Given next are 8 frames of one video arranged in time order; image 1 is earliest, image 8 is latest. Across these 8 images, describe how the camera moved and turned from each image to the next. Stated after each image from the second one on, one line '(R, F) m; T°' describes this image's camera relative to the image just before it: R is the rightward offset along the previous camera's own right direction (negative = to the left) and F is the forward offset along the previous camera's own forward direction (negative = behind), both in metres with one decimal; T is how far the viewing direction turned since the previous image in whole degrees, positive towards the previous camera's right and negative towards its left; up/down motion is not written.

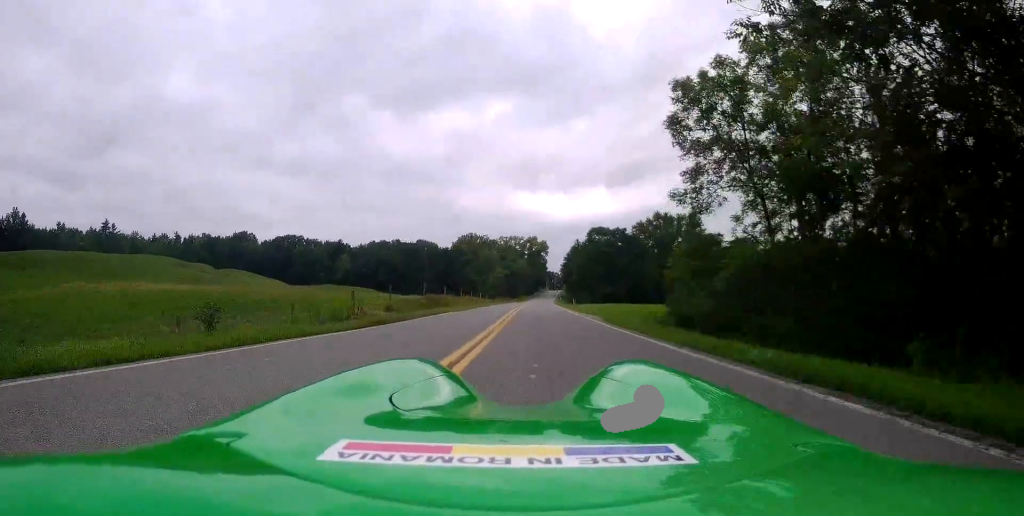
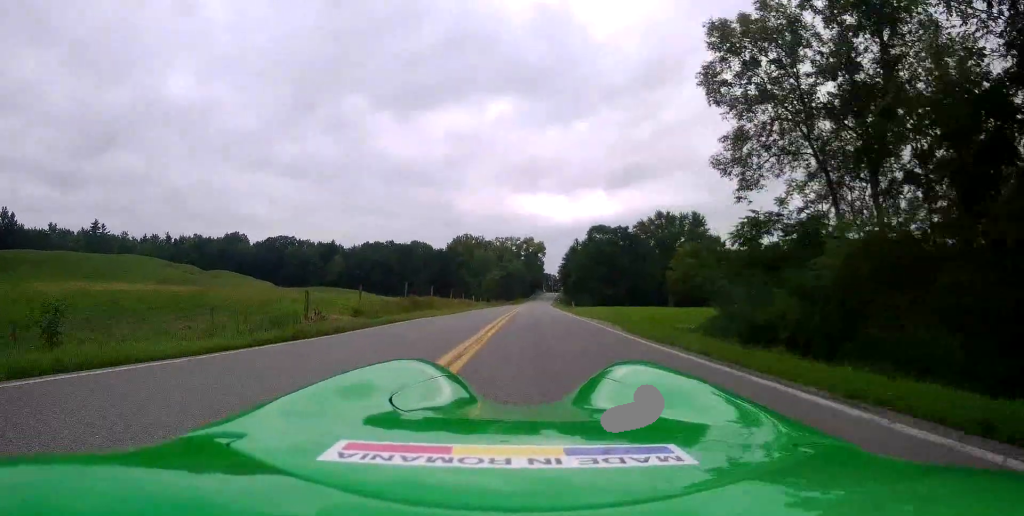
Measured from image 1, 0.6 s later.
(+0.1, +5.6) m; +1°
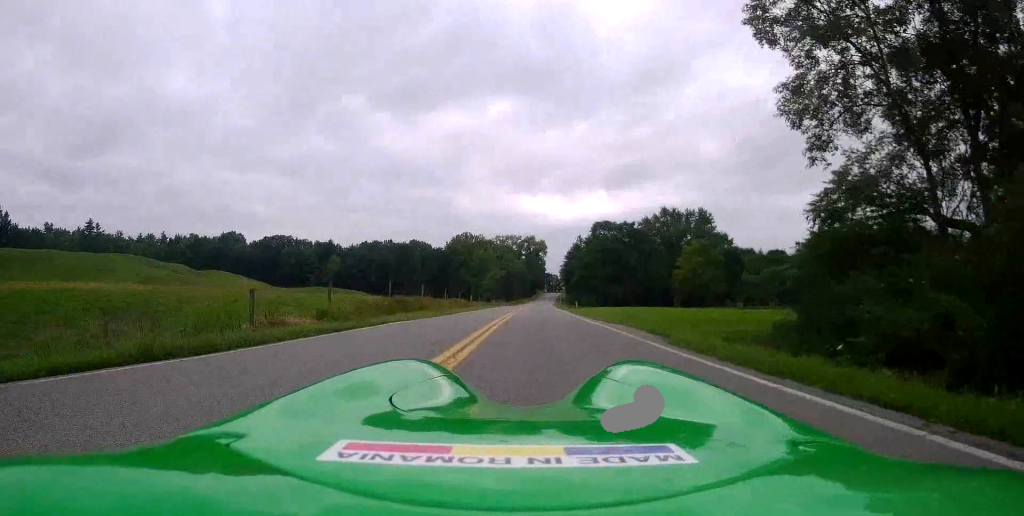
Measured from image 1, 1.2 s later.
(0.0, +4.9) m; 0°
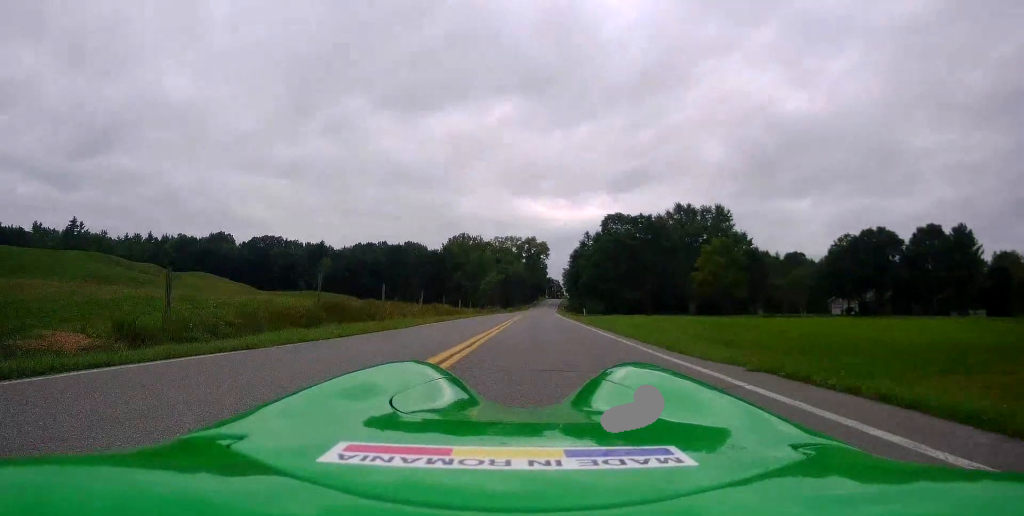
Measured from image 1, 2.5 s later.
(0.0, +12.3) m; 0°
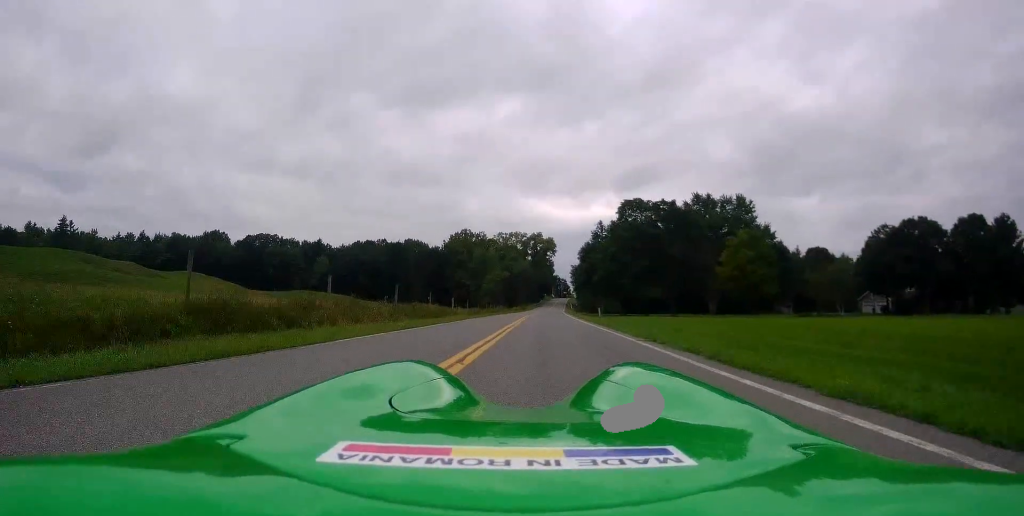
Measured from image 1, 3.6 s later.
(+0.1, +10.1) m; +1°
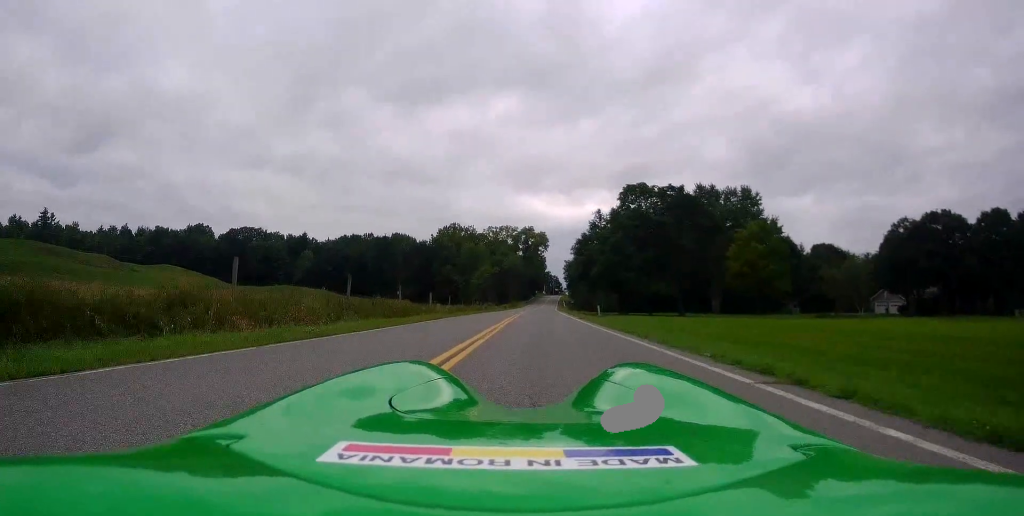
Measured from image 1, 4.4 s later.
(+0.2, +7.5) m; -2°
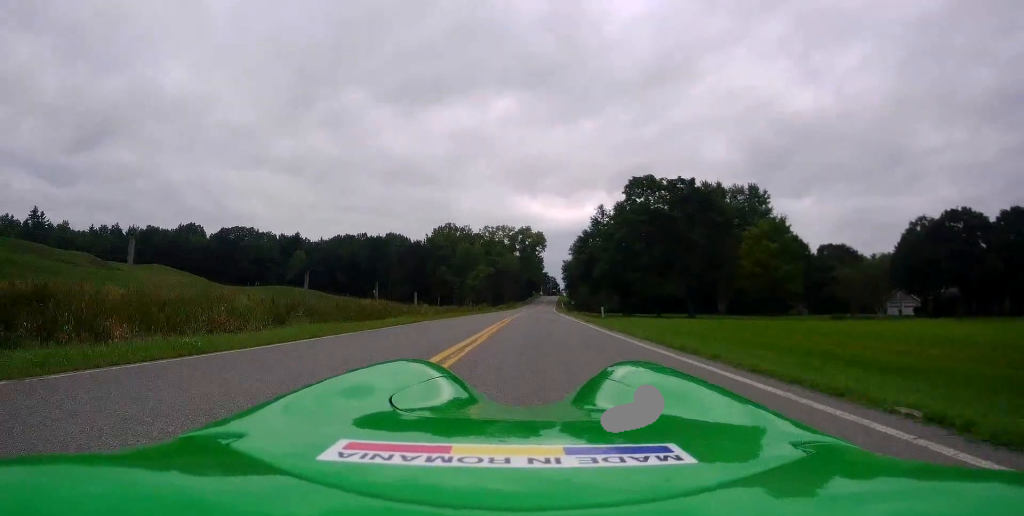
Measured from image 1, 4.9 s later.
(-0.3, +5.2) m; -2°
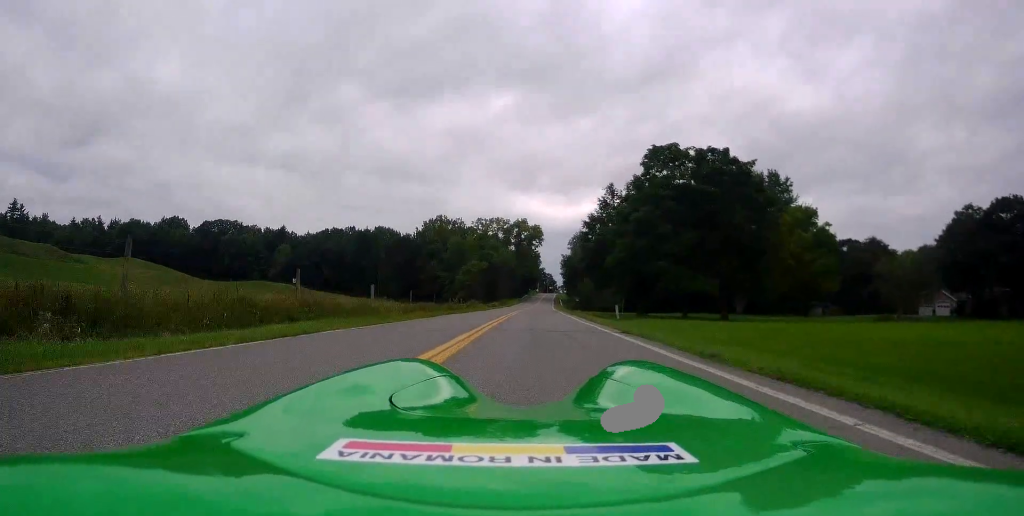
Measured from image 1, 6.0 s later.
(-0.2, +10.9) m; +3°
